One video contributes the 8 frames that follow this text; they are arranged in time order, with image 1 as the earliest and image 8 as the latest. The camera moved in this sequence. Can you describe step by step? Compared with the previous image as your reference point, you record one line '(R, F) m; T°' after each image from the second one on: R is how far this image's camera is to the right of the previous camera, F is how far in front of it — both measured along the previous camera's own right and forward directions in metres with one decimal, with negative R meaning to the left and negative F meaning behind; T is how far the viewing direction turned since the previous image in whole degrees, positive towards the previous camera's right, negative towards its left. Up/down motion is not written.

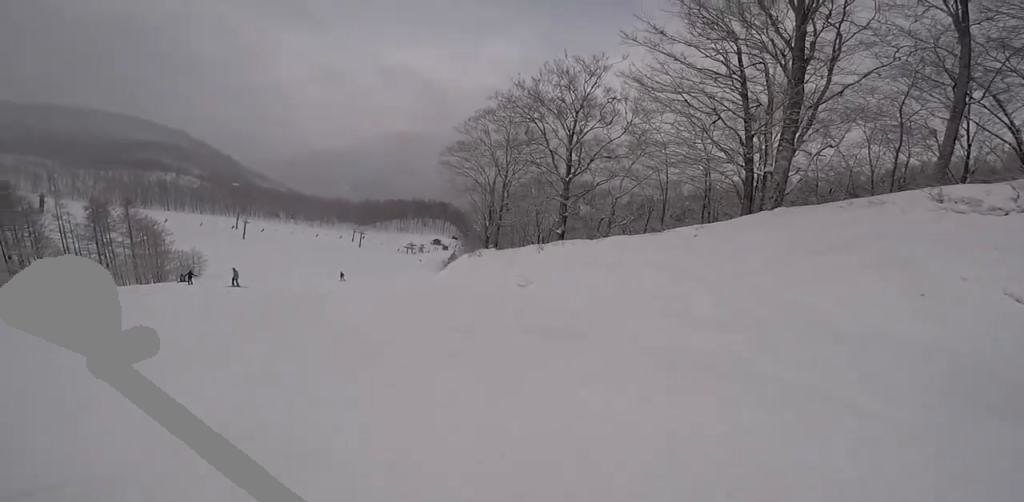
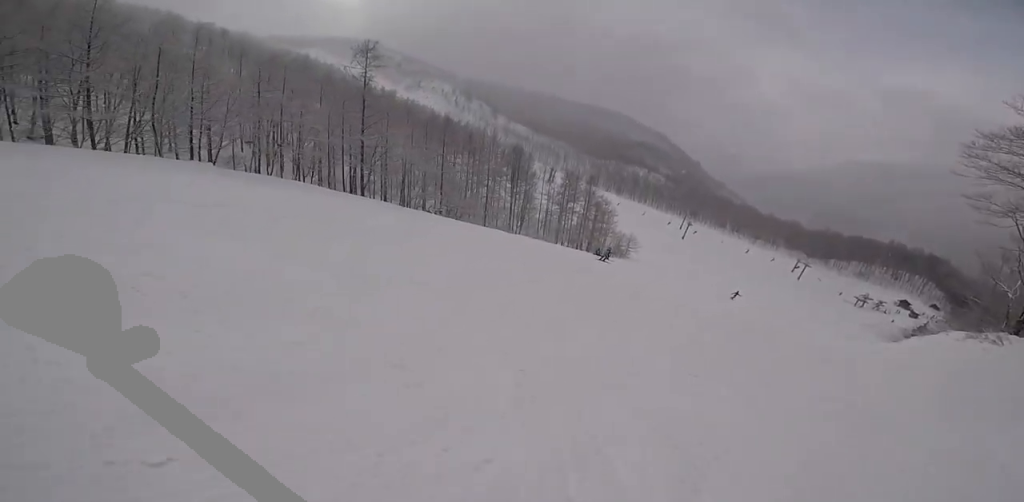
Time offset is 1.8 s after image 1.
(-4.1, +5.9) m; -62°
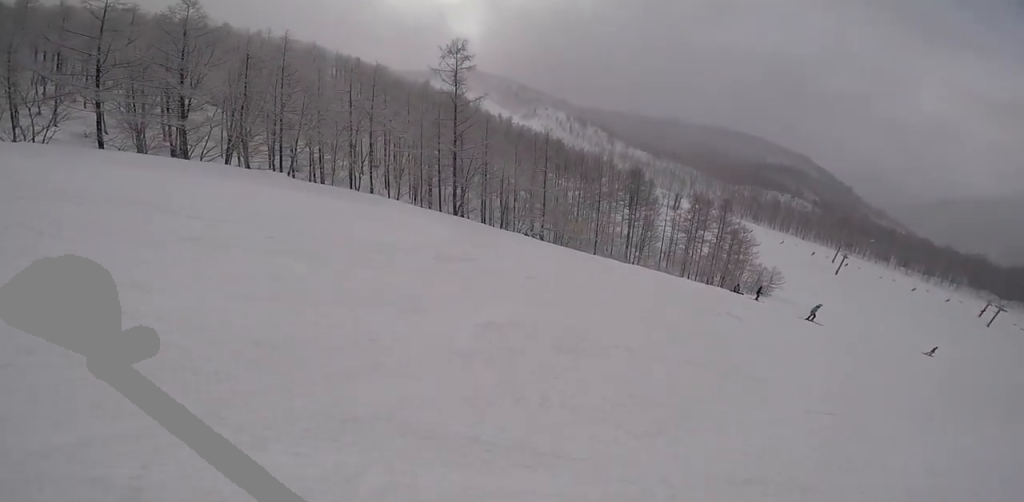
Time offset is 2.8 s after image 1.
(-0.6, +4.7) m; +5°
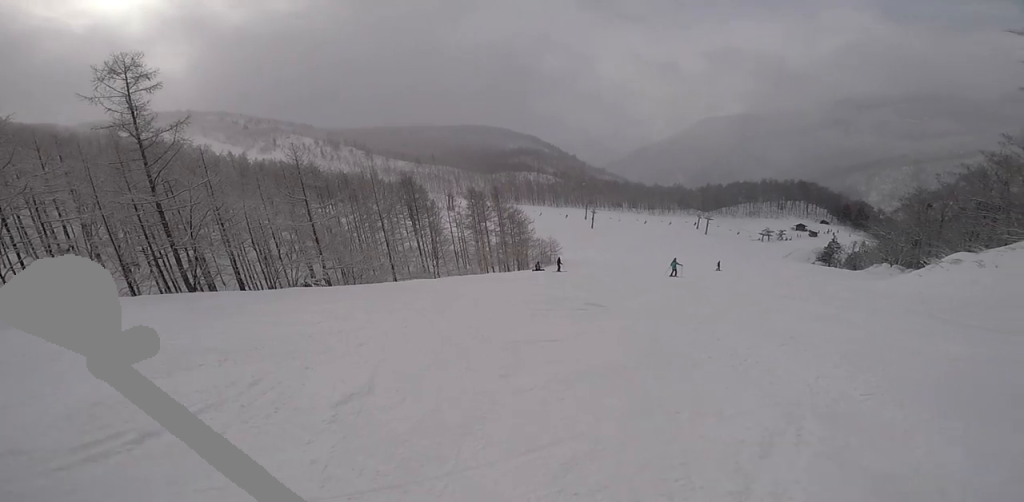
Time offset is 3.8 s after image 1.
(+0.9, +4.0) m; +19°
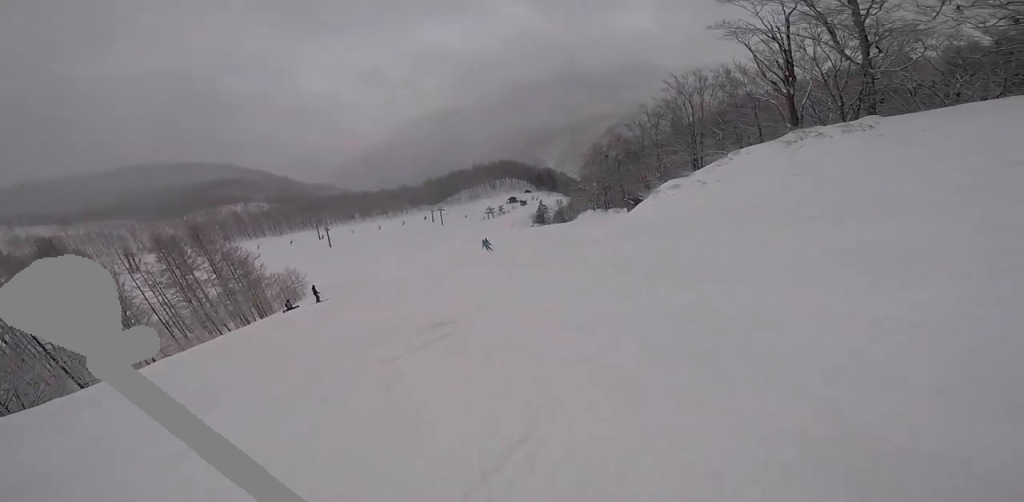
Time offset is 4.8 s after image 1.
(+0.6, +4.5) m; +29°
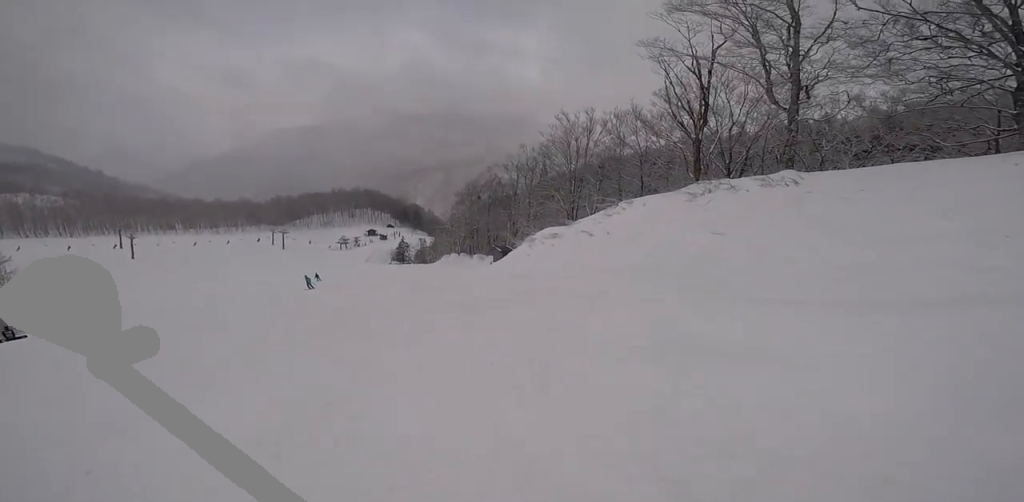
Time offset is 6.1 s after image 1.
(+2.1, +5.0) m; +26°
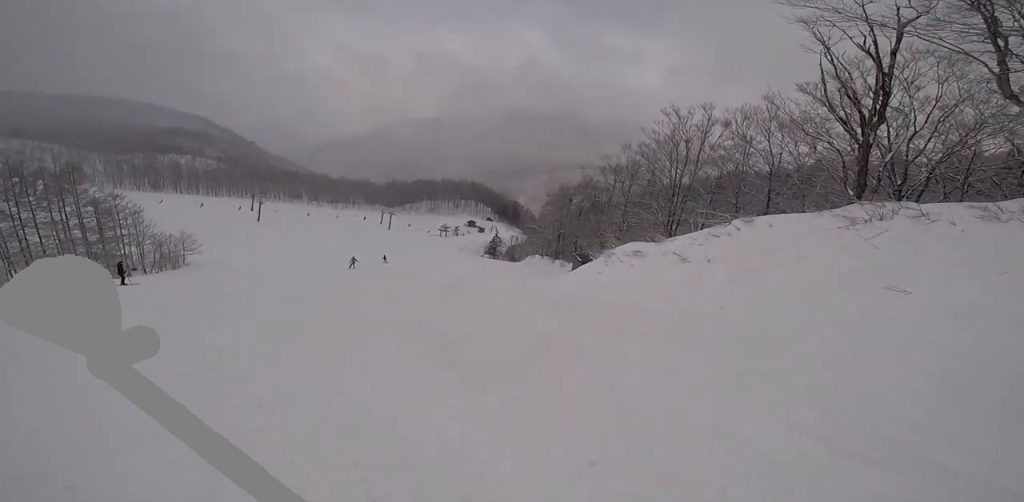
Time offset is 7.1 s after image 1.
(0.0, +4.4) m; -23°
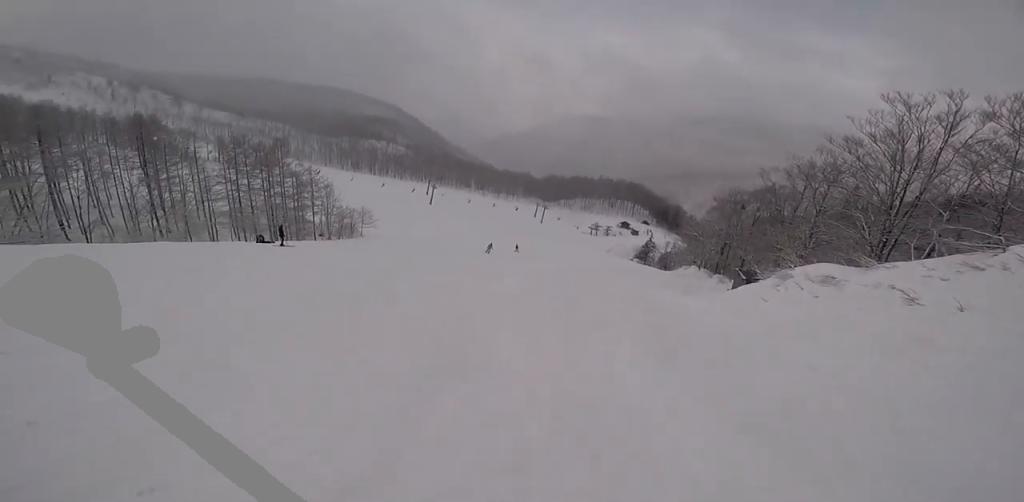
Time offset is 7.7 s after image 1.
(-1.1, +2.8) m; -29°
